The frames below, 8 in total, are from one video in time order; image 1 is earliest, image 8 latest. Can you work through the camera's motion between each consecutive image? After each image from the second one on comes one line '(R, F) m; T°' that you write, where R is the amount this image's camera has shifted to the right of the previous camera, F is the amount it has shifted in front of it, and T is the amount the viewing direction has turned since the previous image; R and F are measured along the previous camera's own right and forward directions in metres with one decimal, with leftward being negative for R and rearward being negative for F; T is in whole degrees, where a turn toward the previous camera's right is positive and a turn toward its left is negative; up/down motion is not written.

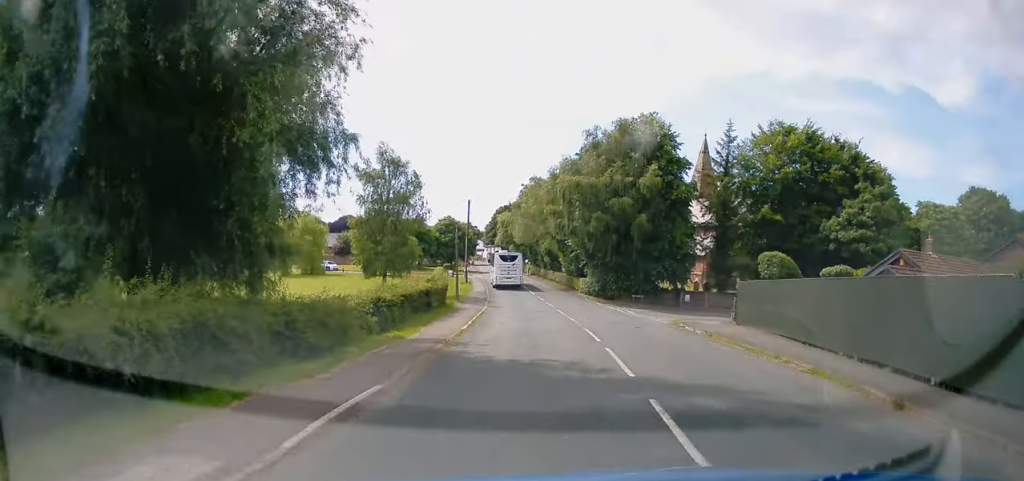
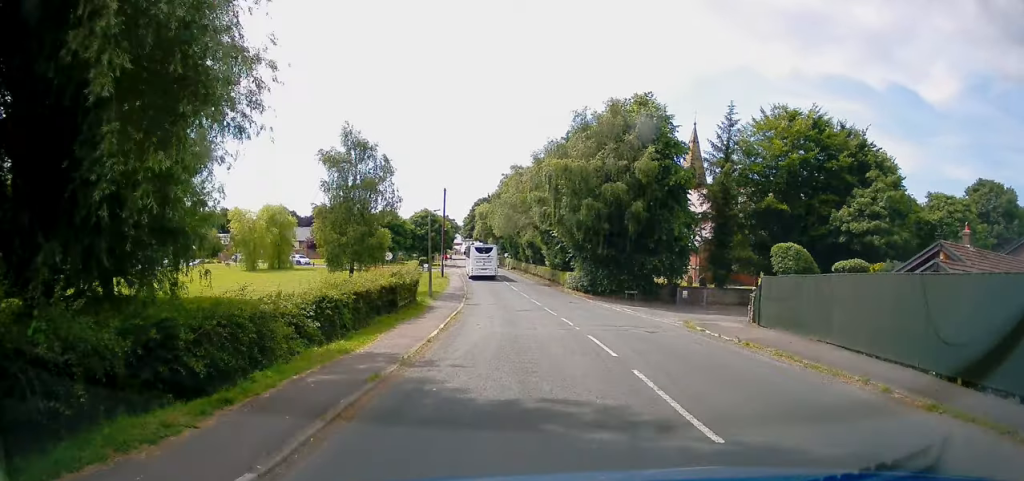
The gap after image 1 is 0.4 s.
(+0.2, +4.5) m; +1°
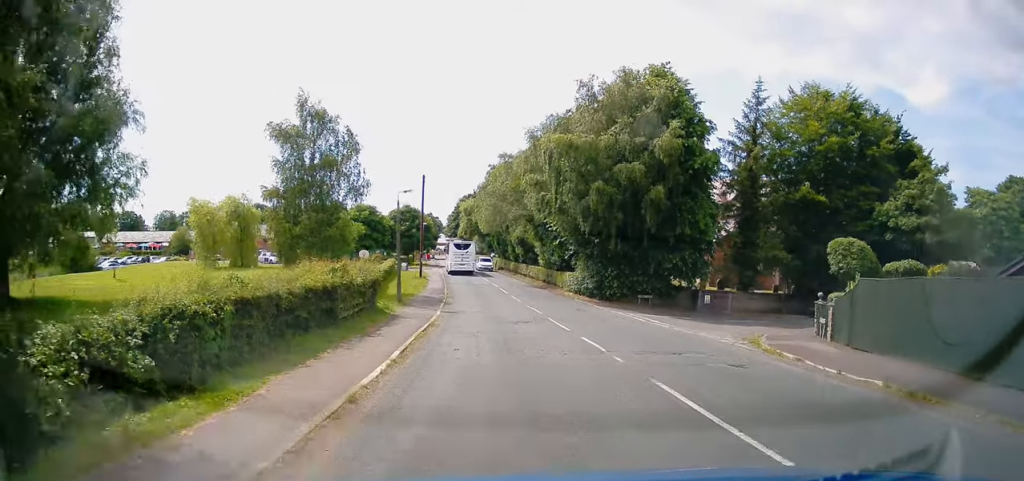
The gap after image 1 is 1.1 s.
(+0.1, +7.3) m; +1°
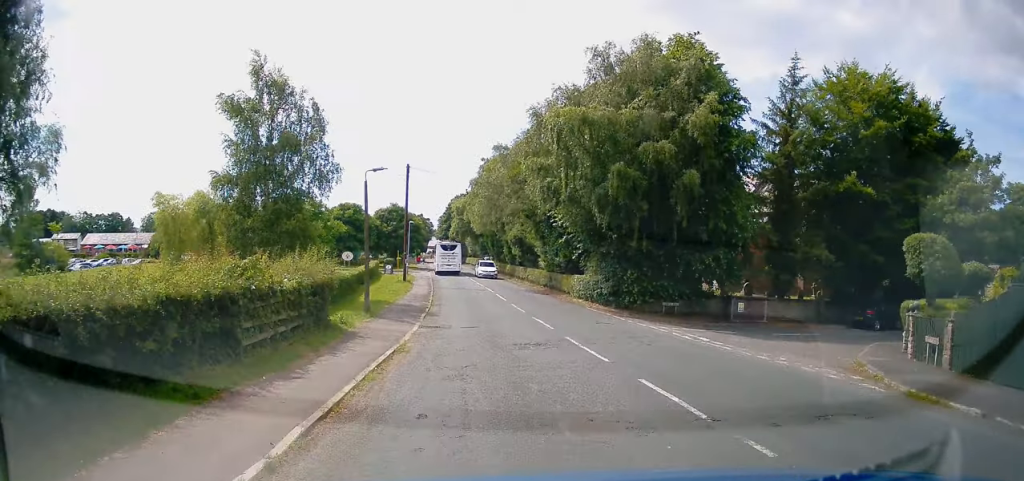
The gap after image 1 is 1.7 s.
(0.0, +5.8) m; 0°
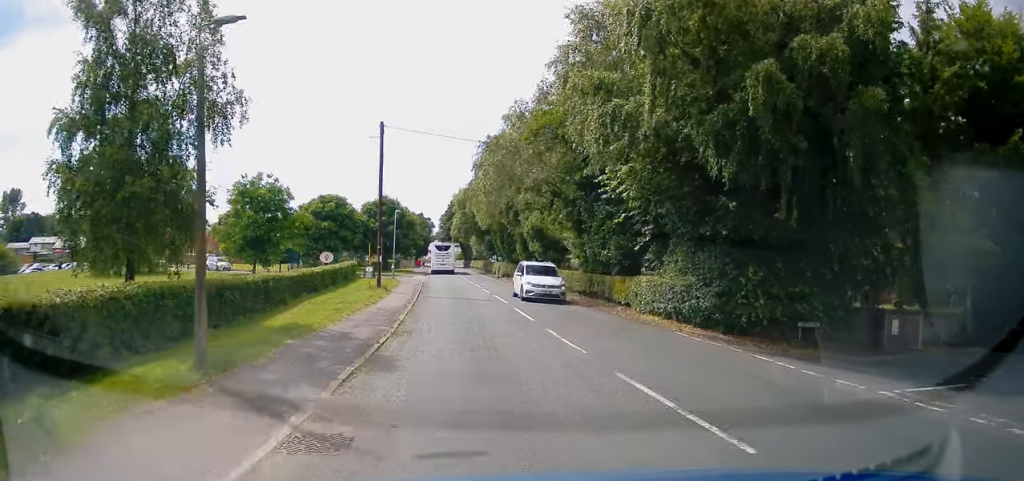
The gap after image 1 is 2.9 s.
(-0.1, +12.8) m; -1°
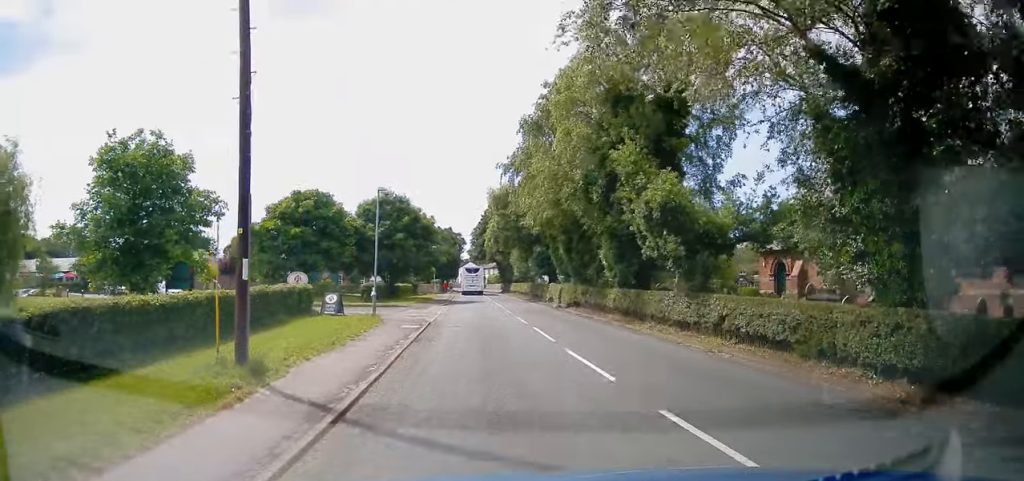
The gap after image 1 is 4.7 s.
(0.0, +20.6) m; 0°
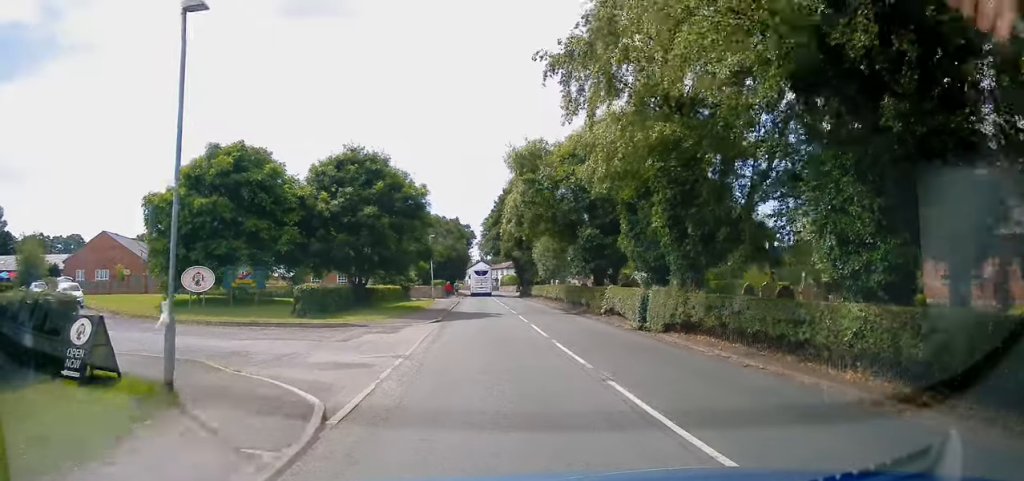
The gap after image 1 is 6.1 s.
(-0.5, +16.5) m; -3°
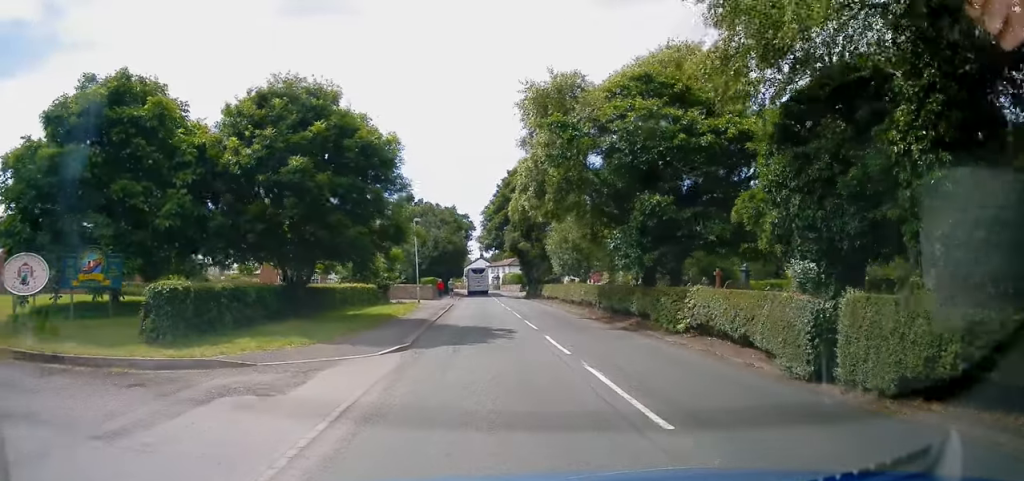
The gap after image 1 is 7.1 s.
(-0.1, +11.1) m; +1°
